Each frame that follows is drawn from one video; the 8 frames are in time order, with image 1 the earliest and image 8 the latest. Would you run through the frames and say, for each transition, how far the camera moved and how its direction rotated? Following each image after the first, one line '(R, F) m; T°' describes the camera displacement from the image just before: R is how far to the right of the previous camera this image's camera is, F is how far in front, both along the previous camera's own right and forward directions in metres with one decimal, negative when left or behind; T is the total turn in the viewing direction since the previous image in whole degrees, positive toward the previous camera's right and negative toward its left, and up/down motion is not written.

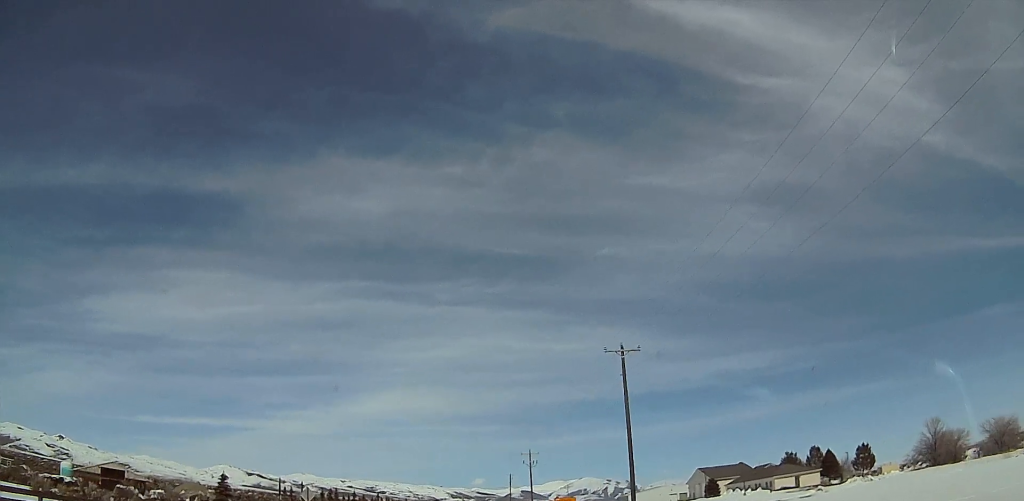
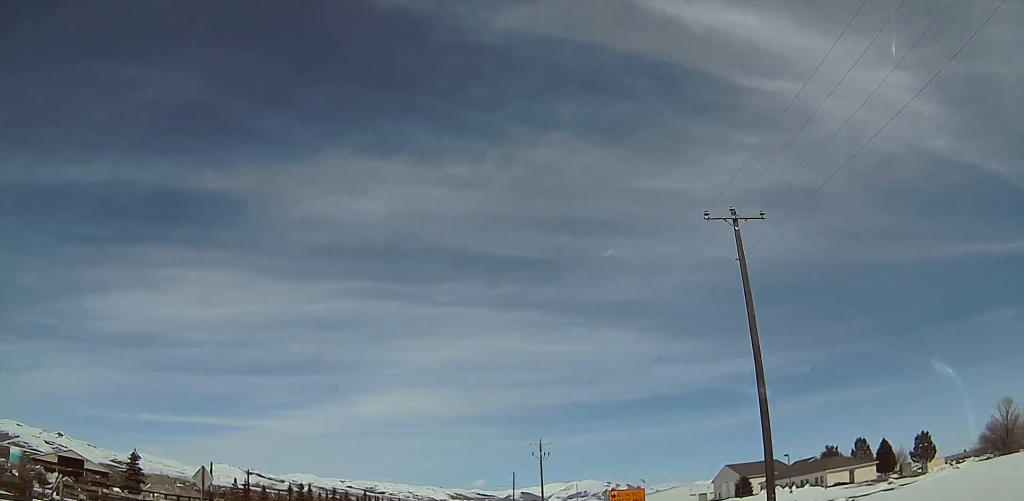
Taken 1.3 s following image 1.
(-0.2, +19.9) m; -2°
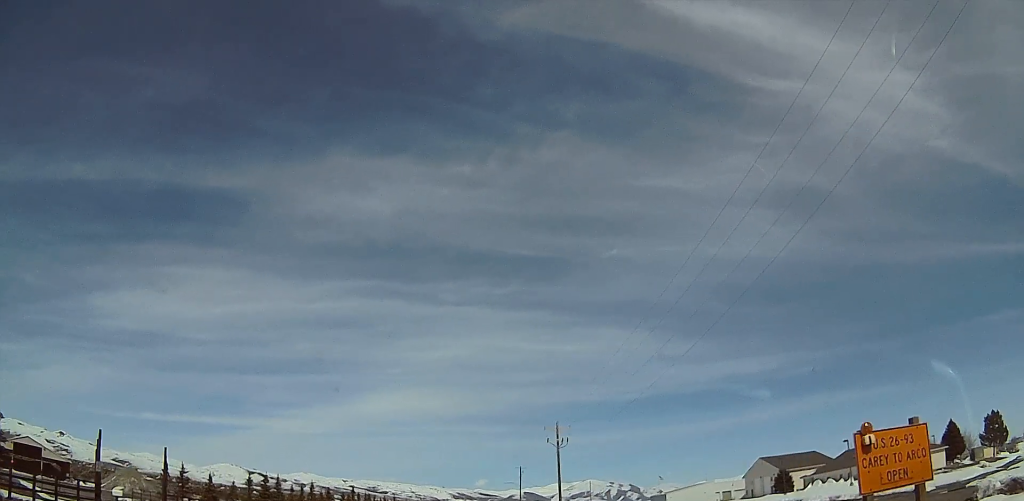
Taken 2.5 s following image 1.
(-0.3, +18.4) m; +2°
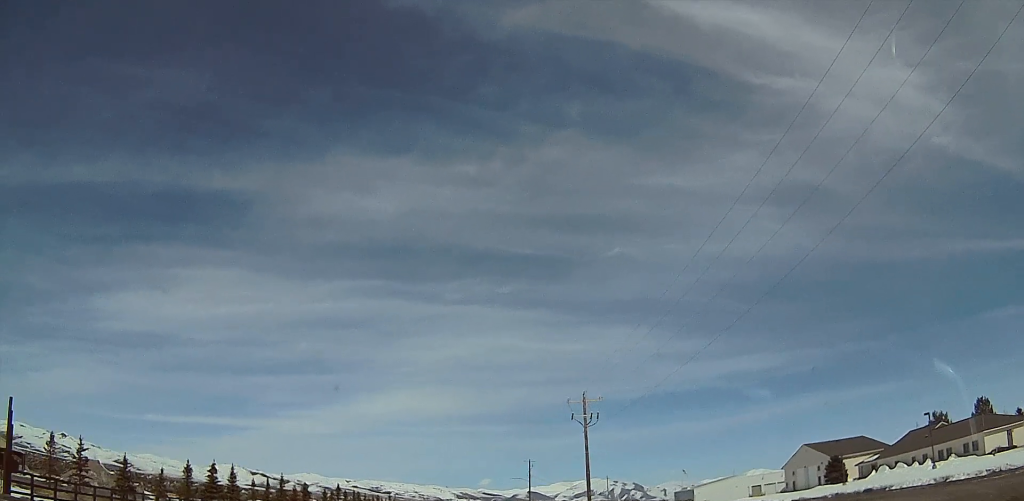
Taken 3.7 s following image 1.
(+0.8, +18.4) m; 0°
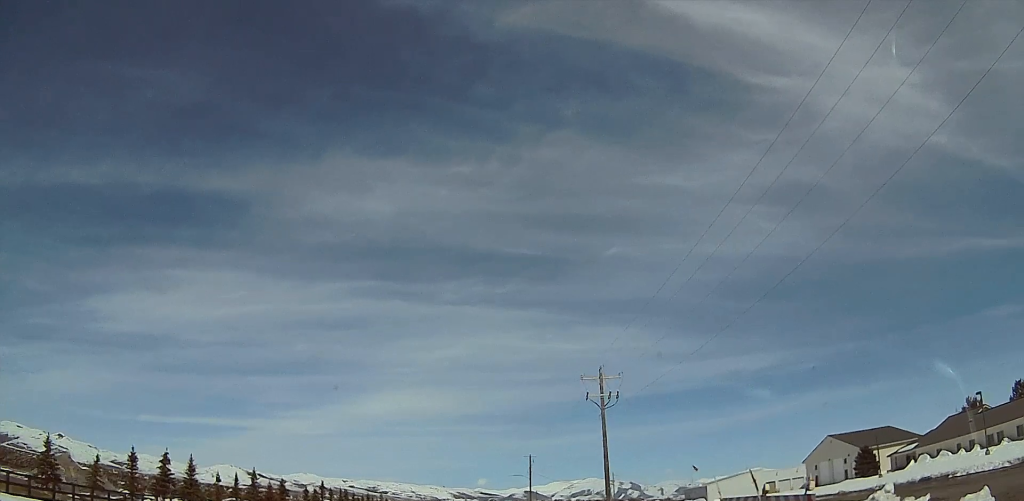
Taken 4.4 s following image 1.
(-0.6, +10.2) m; -2°
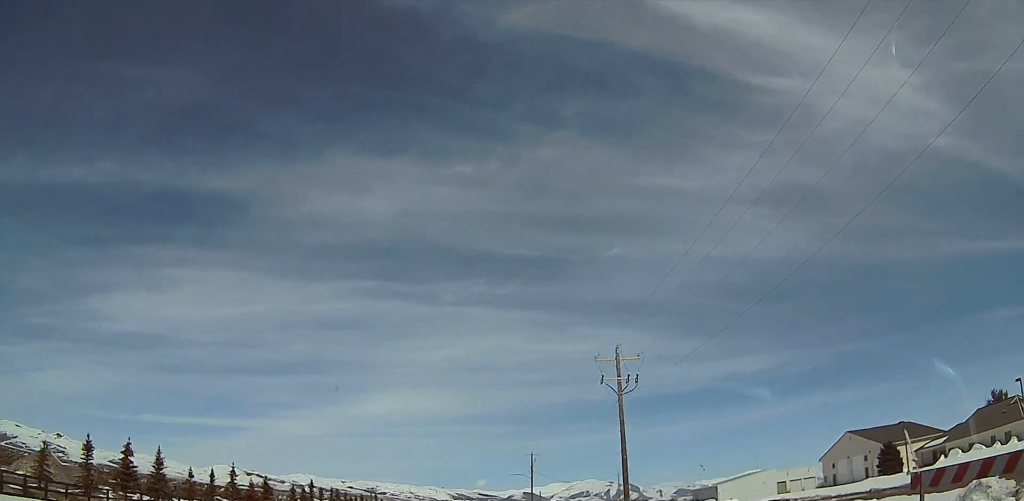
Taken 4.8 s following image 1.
(-0.1, +6.6) m; 0°
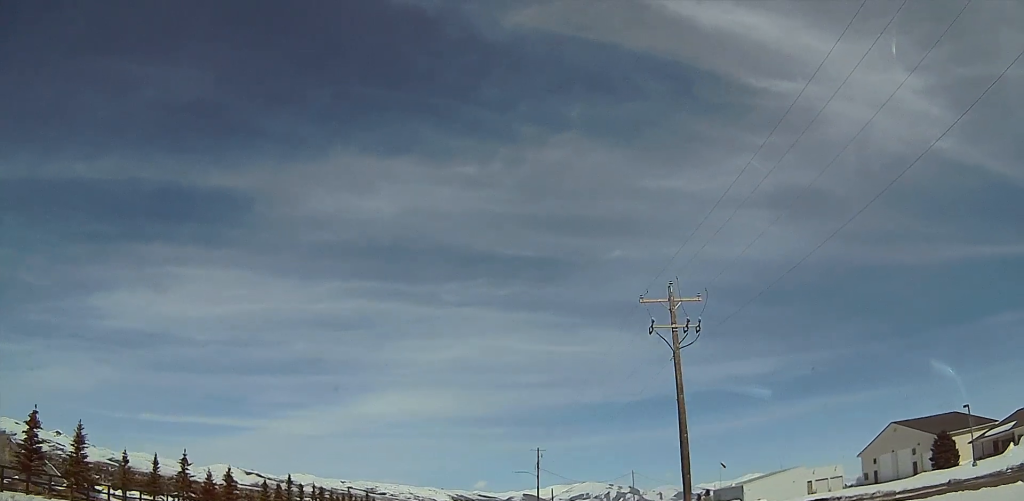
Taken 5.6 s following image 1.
(0.0, +12.7) m; +3°
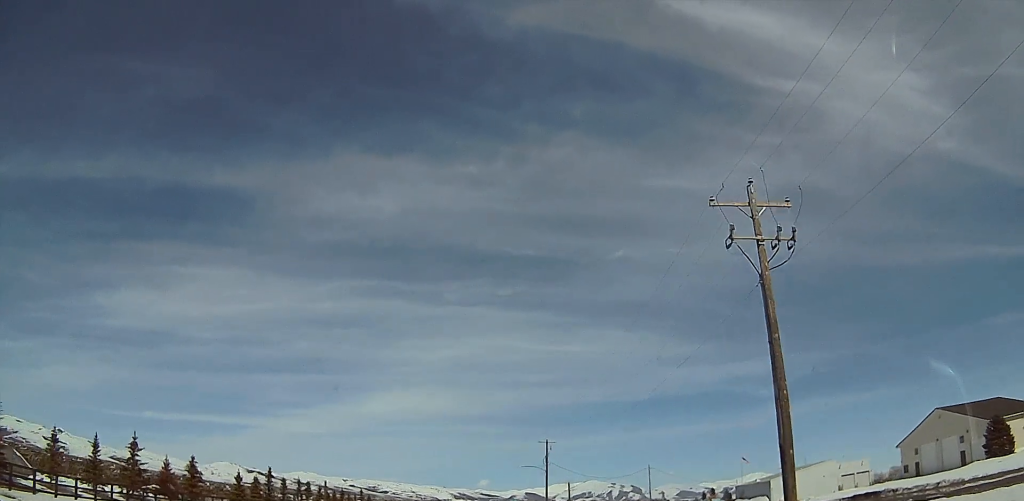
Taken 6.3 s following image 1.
(+0.6, +10.2) m; 0°
